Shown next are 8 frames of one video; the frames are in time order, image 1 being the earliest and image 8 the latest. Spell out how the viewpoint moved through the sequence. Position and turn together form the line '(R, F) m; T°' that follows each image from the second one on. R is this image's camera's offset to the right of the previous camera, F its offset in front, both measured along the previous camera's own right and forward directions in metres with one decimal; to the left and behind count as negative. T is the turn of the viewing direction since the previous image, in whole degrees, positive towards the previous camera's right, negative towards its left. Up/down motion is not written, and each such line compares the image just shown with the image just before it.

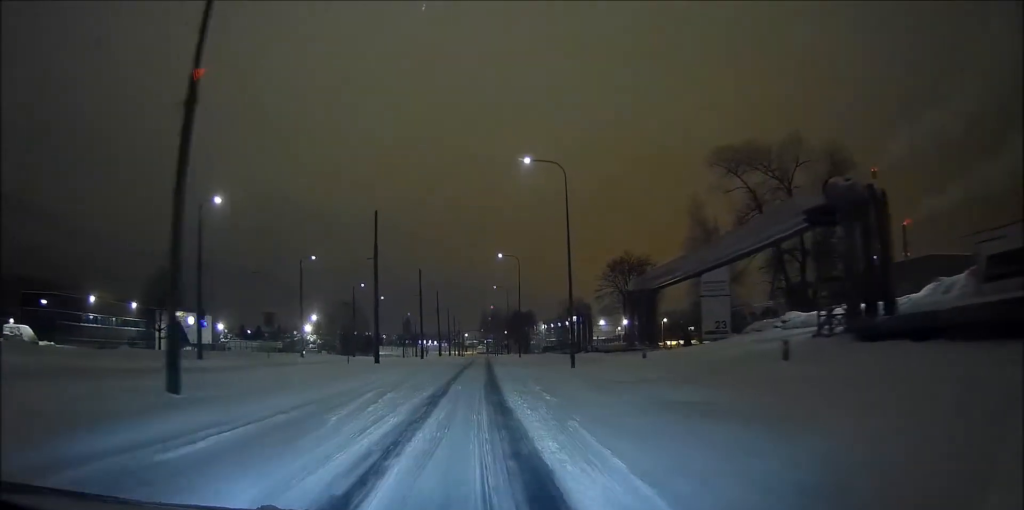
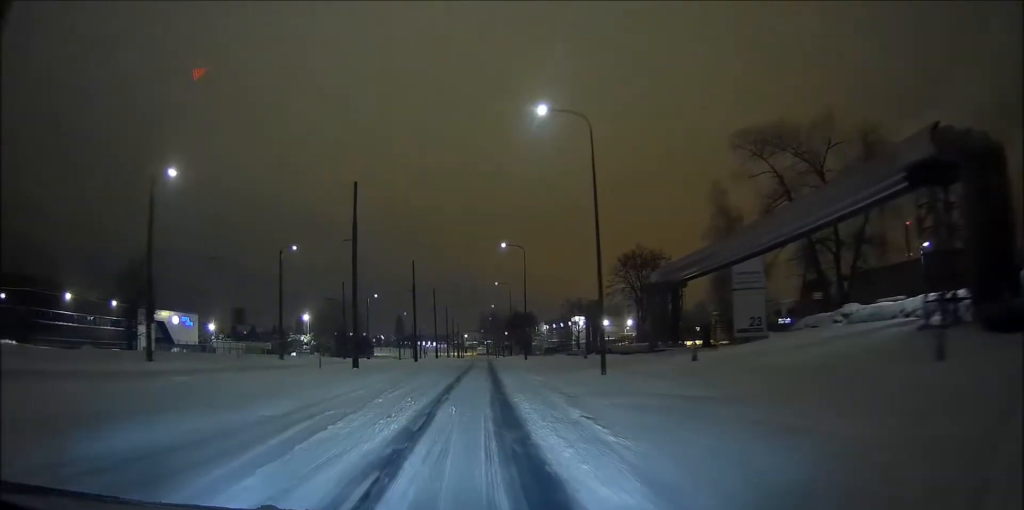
(0.0, +7.4) m; 0°
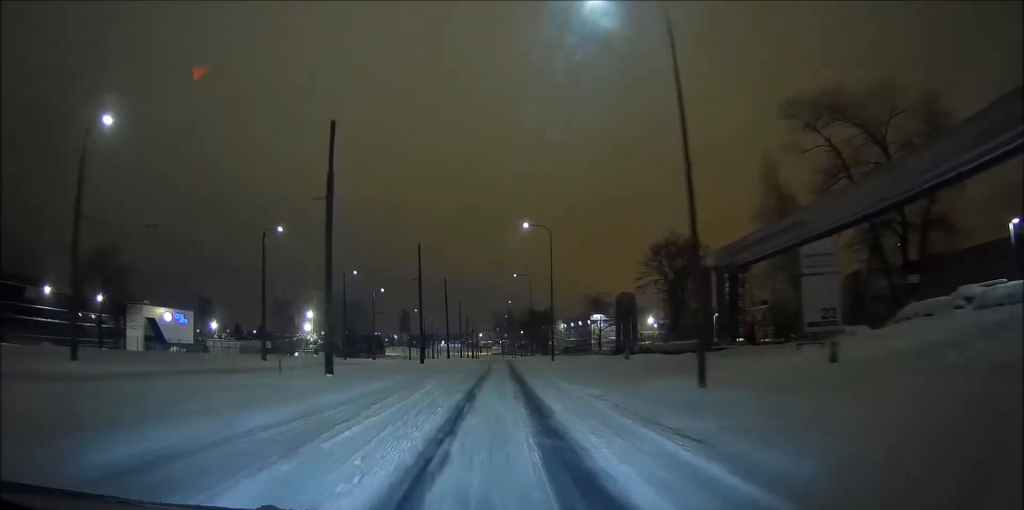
(0.0, +9.2) m; 0°
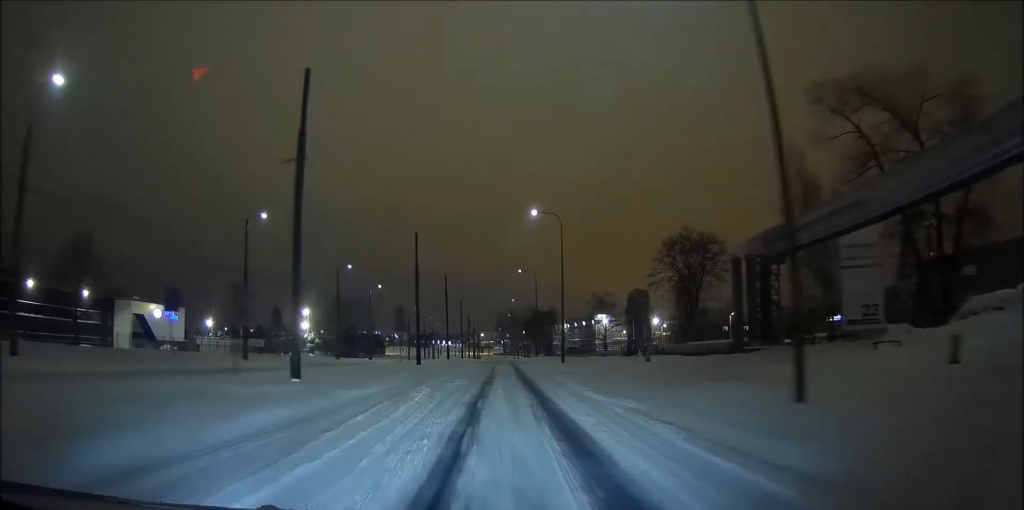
(0.0, +4.8) m; 0°
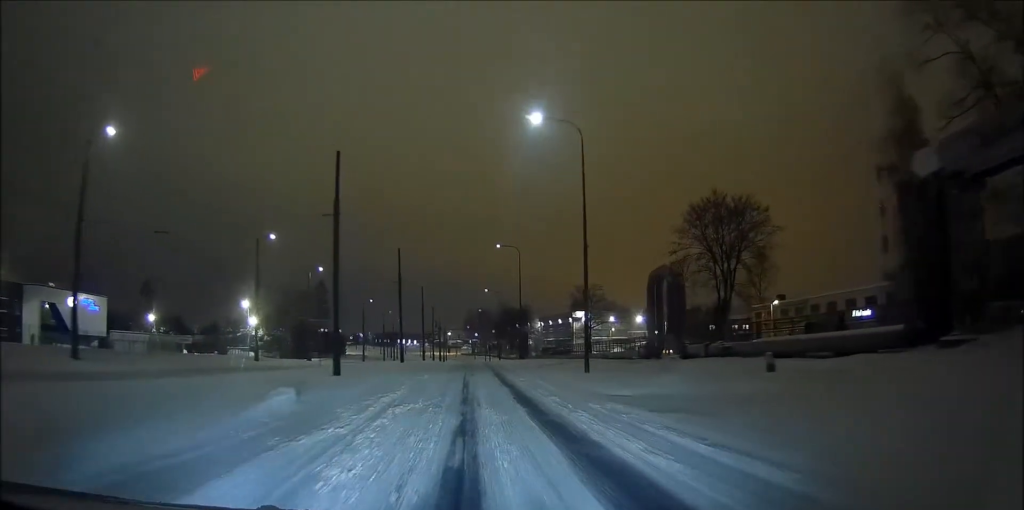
(+0.2, +19.2) m; +1°
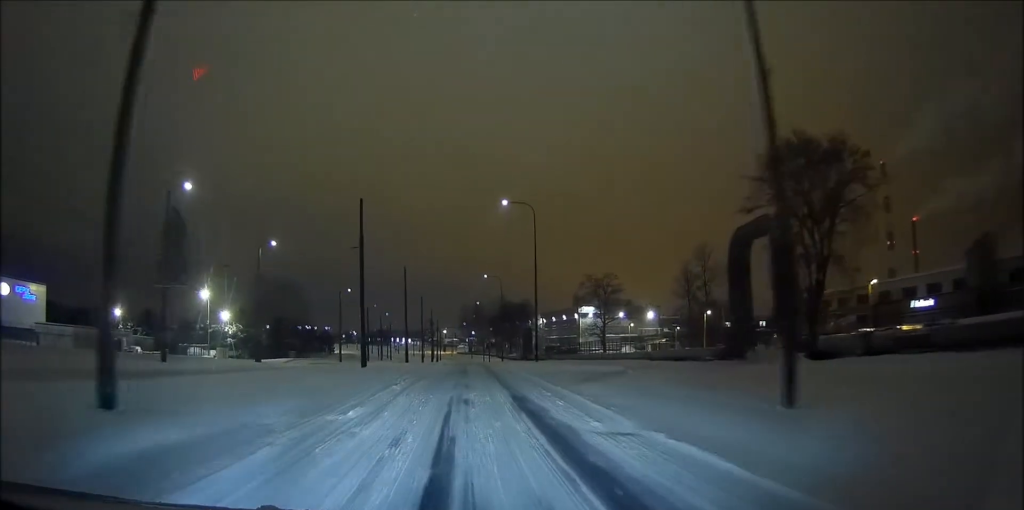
(0.0, +17.3) m; 0°
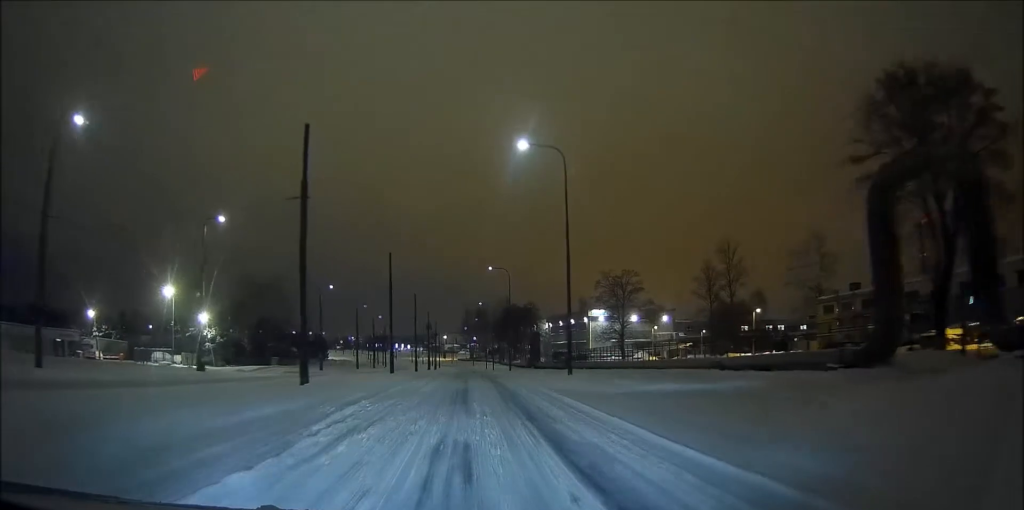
(+0.1, +13.2) m; +1°
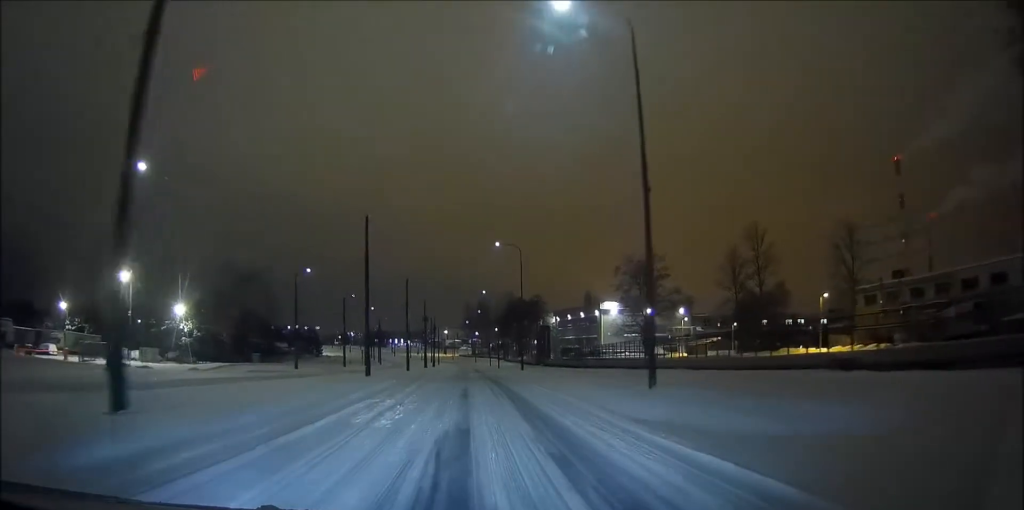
(0.0, +12.5) m; -1°
